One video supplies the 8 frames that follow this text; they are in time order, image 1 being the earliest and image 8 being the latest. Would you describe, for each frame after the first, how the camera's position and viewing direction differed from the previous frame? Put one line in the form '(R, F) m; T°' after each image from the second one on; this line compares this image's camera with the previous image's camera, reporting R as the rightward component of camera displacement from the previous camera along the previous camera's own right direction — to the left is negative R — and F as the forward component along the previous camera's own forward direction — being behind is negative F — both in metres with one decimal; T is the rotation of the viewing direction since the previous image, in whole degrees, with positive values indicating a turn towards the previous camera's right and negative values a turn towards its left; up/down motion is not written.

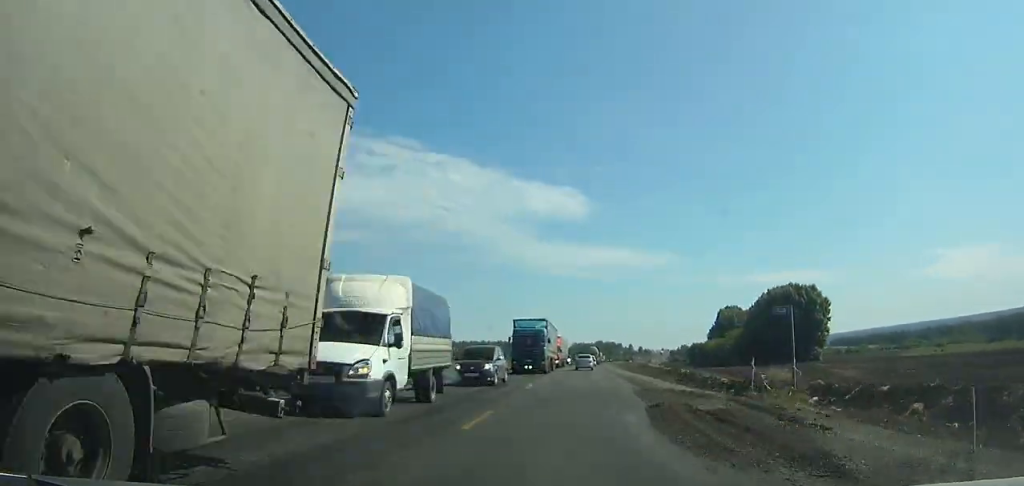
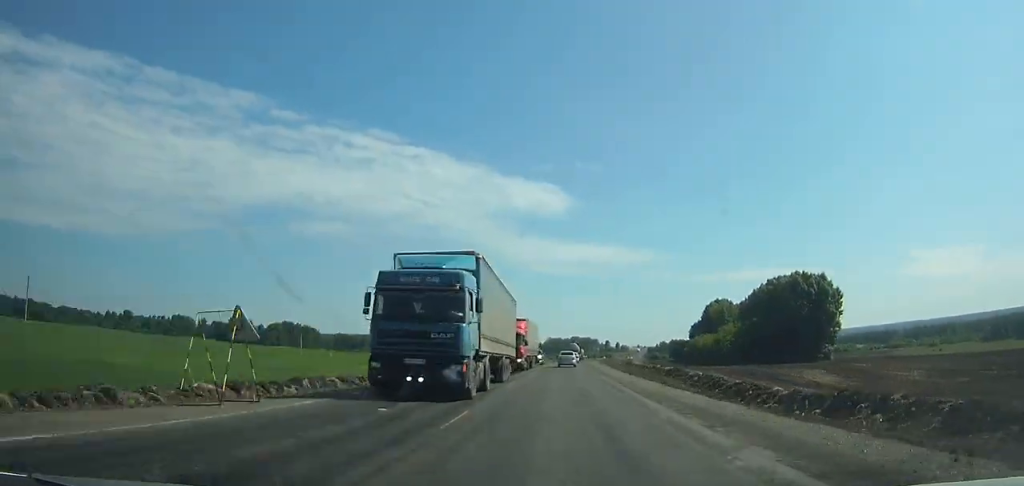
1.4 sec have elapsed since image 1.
(+0.1, +25.3) m; +1°
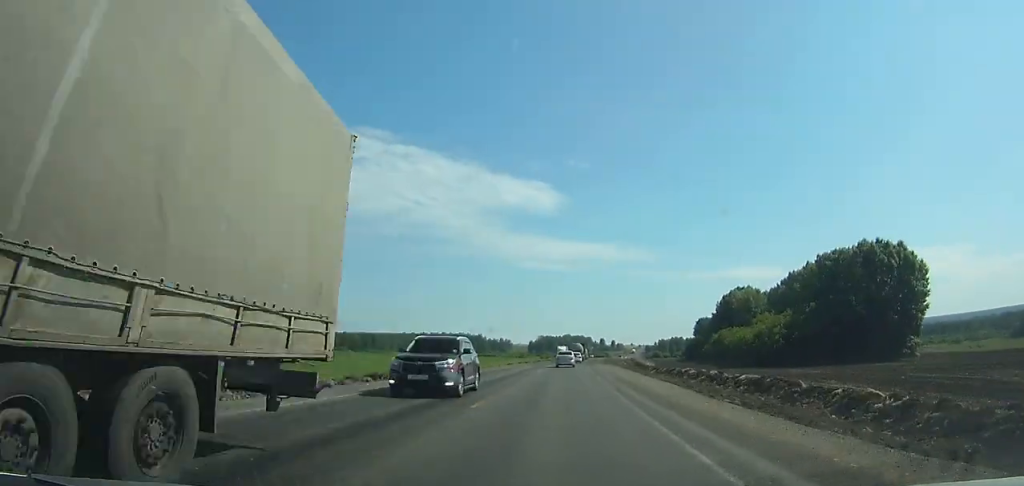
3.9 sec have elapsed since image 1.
(+0.6, +45.4) m; +1°
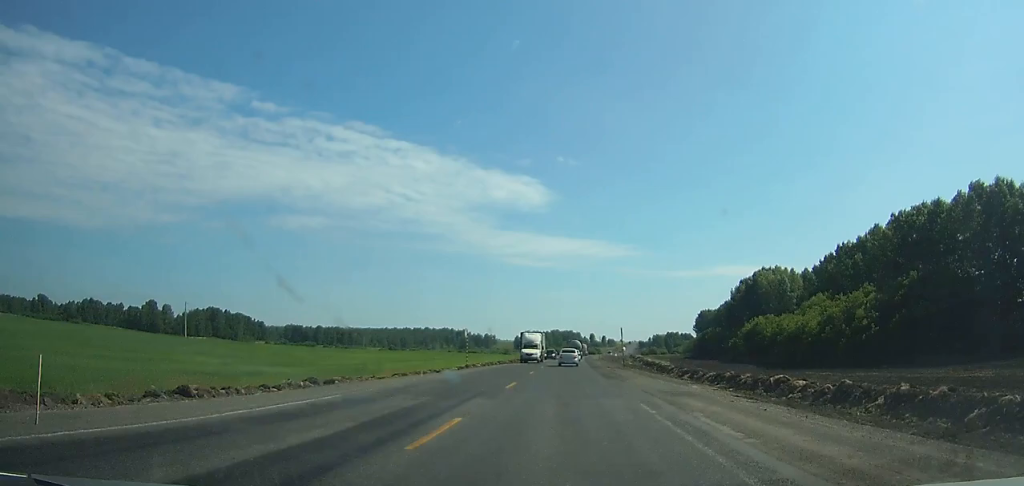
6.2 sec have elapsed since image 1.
(+0.5, +41.9) m; +1°
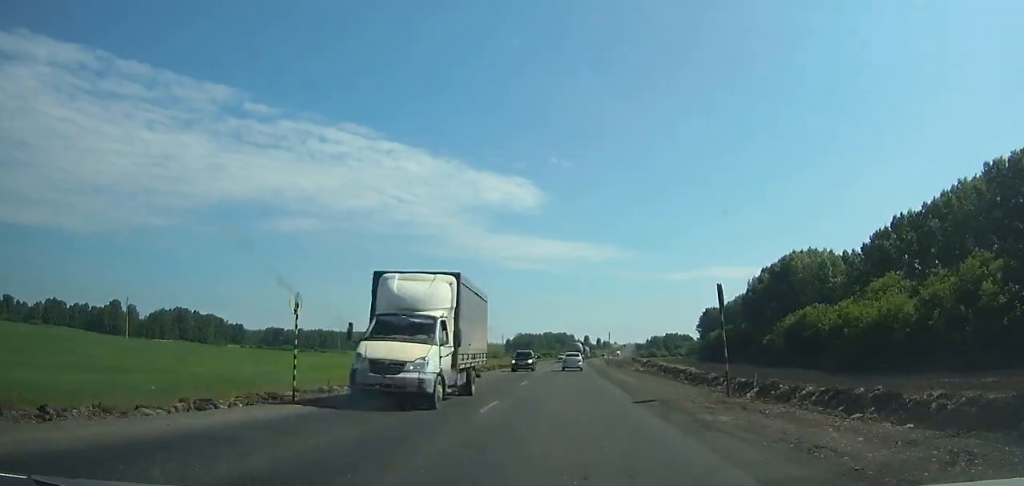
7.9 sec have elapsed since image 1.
(+0.2, +31.0) m; +1°
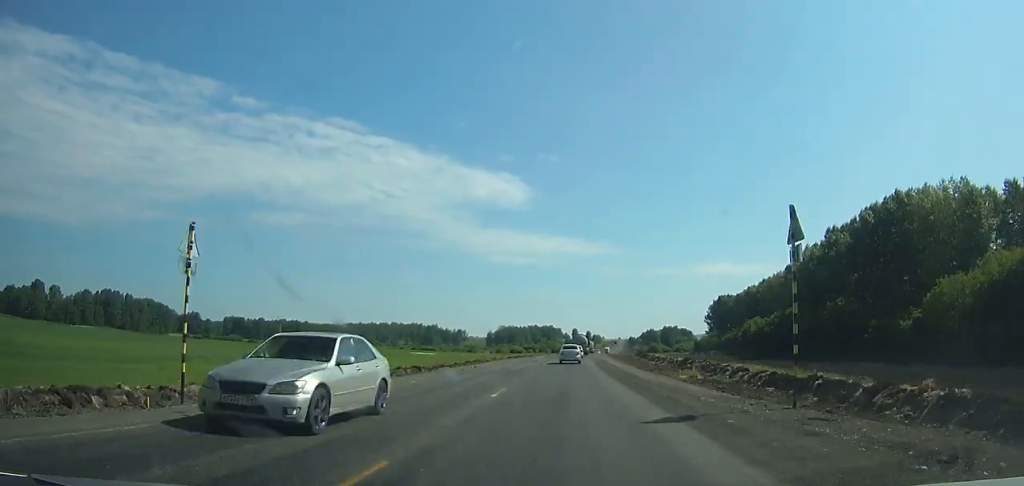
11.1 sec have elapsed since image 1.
(+0.7, +57.9) m; +1°
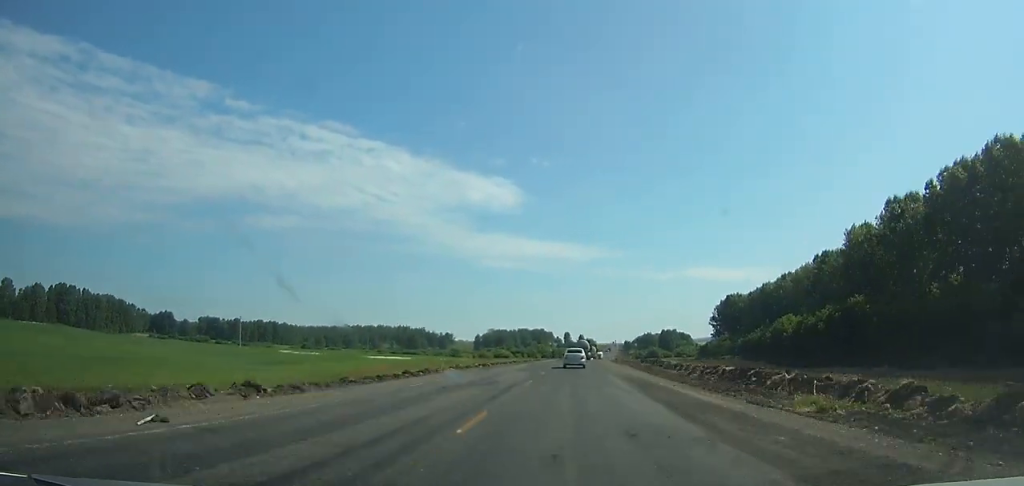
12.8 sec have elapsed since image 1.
(+0.3, +30.4) m; +1°
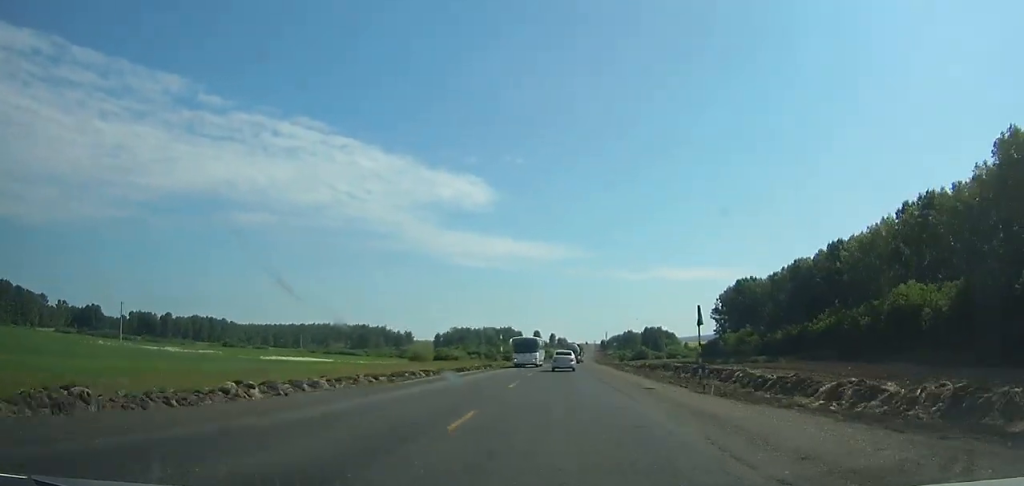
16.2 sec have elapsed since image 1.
(+0.9, +60.4) m; +2°
